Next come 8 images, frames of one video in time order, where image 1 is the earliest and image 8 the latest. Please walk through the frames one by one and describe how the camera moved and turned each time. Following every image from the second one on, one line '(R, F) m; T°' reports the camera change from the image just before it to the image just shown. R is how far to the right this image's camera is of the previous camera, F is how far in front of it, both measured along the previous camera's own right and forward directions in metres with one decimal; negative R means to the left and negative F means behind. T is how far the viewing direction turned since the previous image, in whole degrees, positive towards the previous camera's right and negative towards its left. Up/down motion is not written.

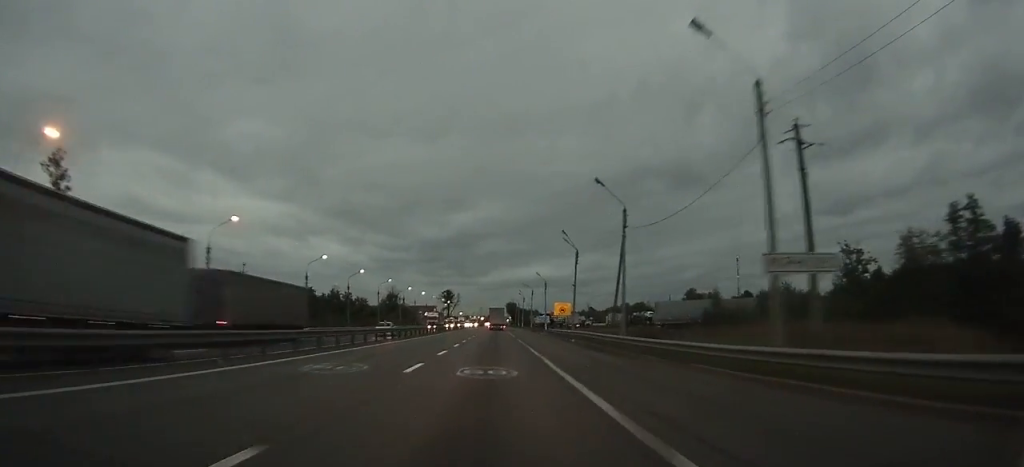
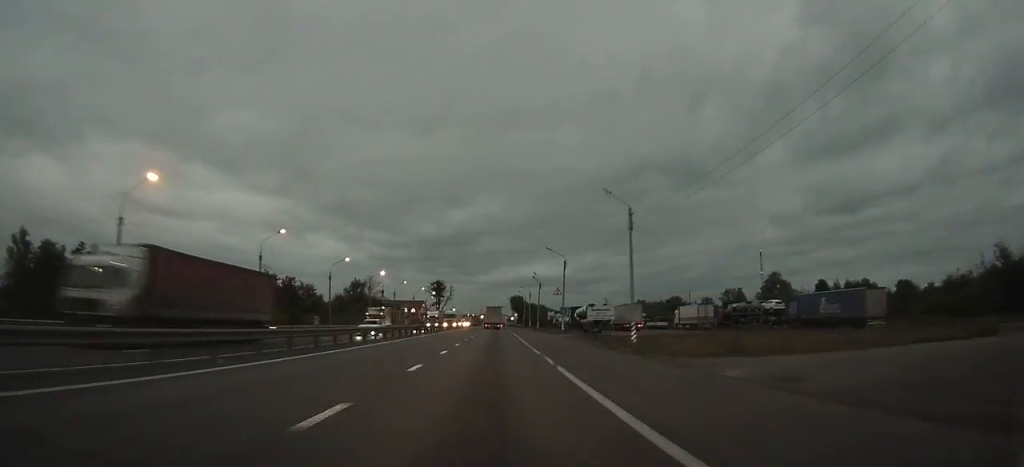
(+0.1, +64.3) m; 0°
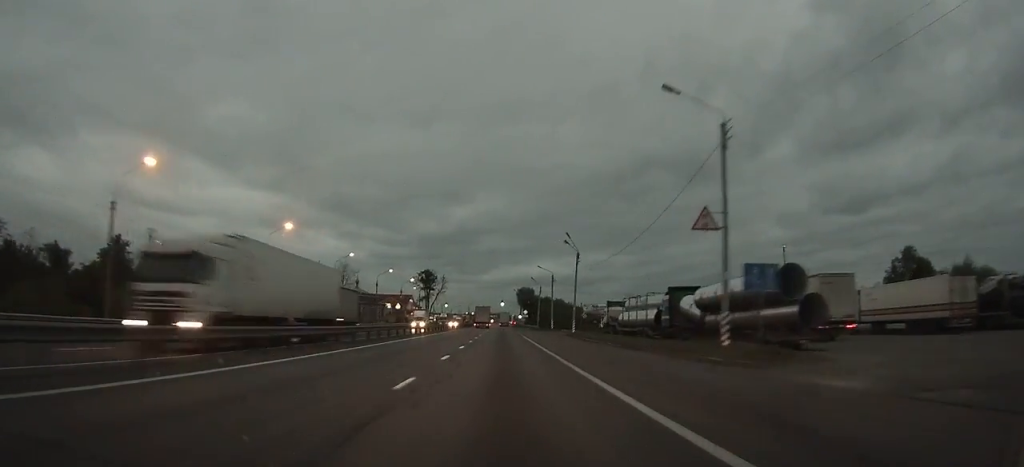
(-0.1, +53.4) m; 0°
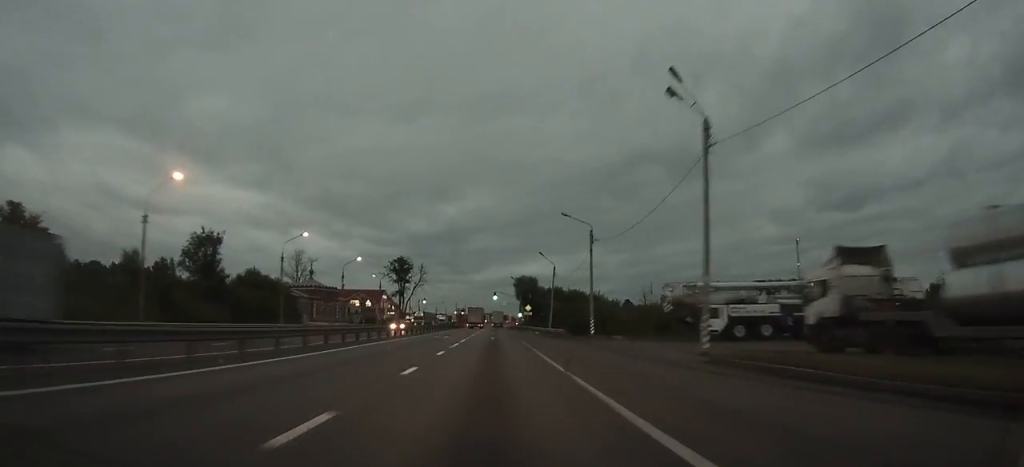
(+0.1, +45.8) m; 0°
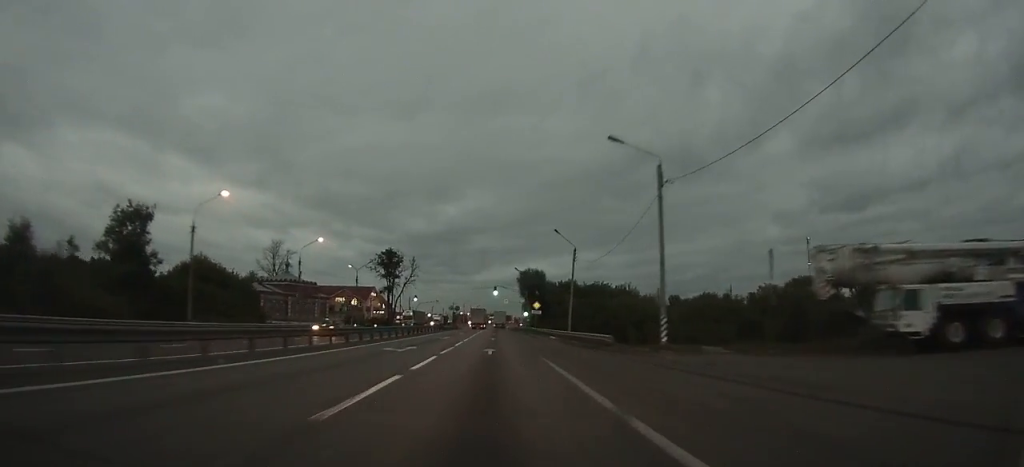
(+0.1, +20.3) m; 0°
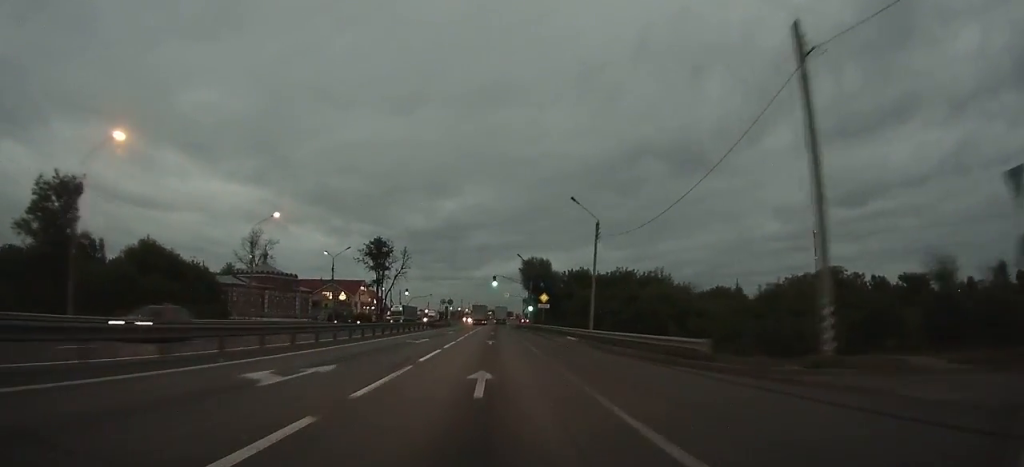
(0.0, +14.0) m; 0°
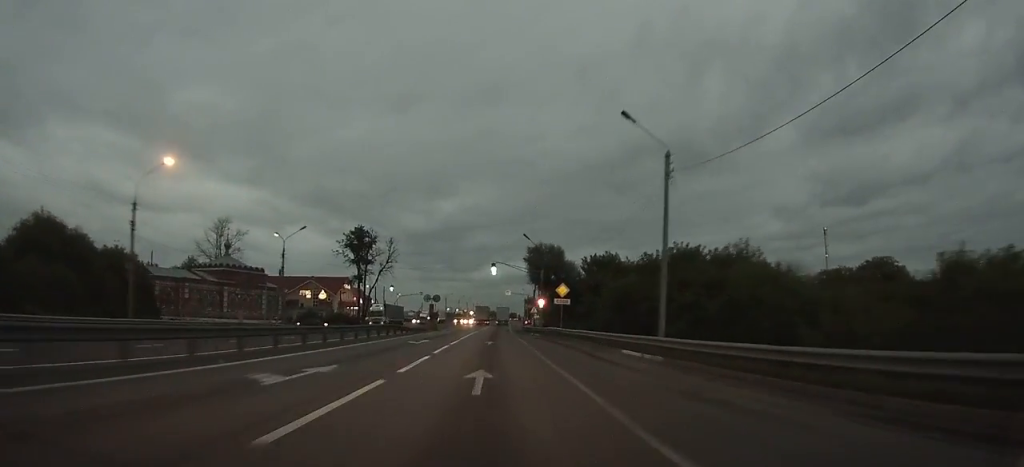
(-0.1, +20.6) m; 0°
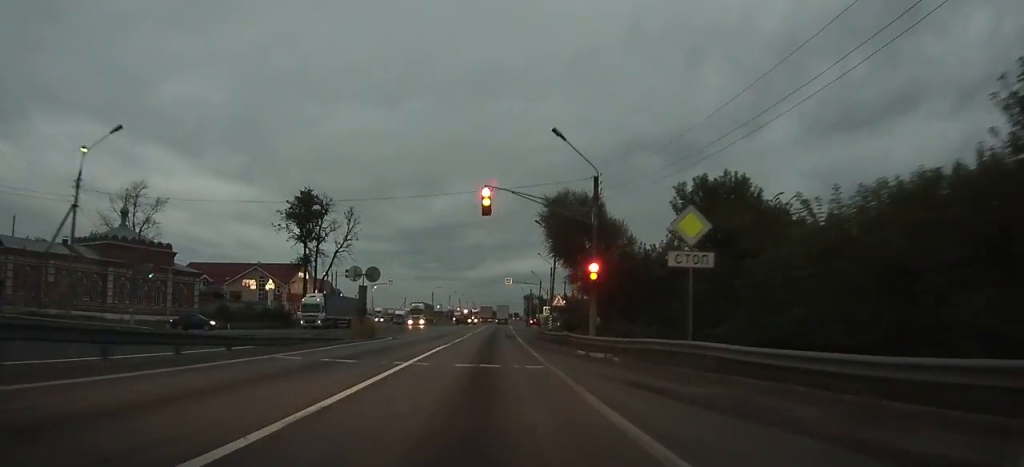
(+0.2, +37.0) m; 0°
